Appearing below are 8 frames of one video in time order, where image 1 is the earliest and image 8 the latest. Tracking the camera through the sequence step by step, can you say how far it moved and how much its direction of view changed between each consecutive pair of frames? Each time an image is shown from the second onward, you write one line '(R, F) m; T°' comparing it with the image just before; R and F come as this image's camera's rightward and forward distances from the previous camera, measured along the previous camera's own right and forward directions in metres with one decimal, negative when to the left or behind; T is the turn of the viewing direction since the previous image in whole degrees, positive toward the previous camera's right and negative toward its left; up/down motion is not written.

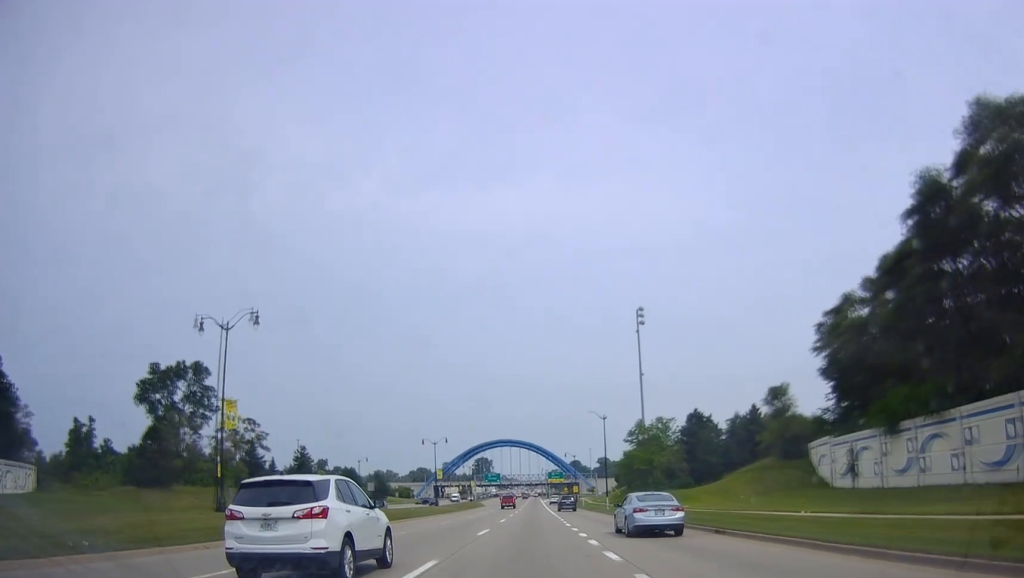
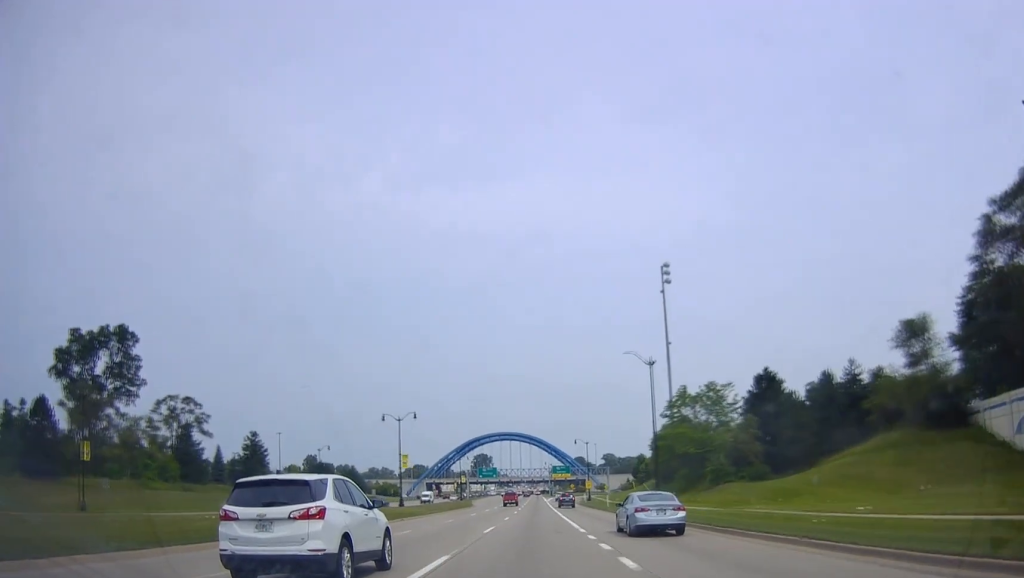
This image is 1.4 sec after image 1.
(+0.5, +29.3) m; +1°
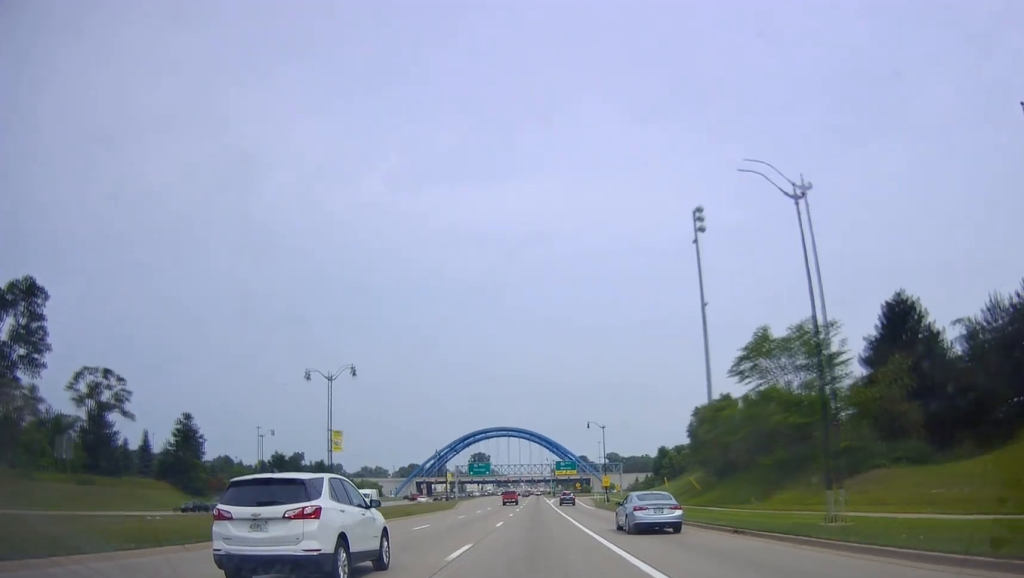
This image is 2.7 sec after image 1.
(0.0, +26.9) m; -1°
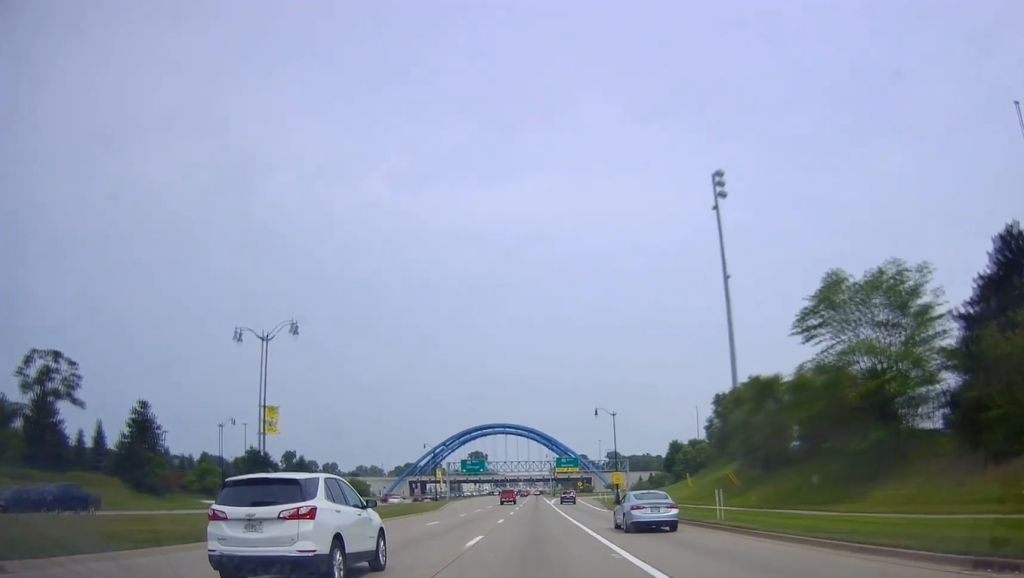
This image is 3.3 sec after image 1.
(-0.1, +13.1) m; -1°
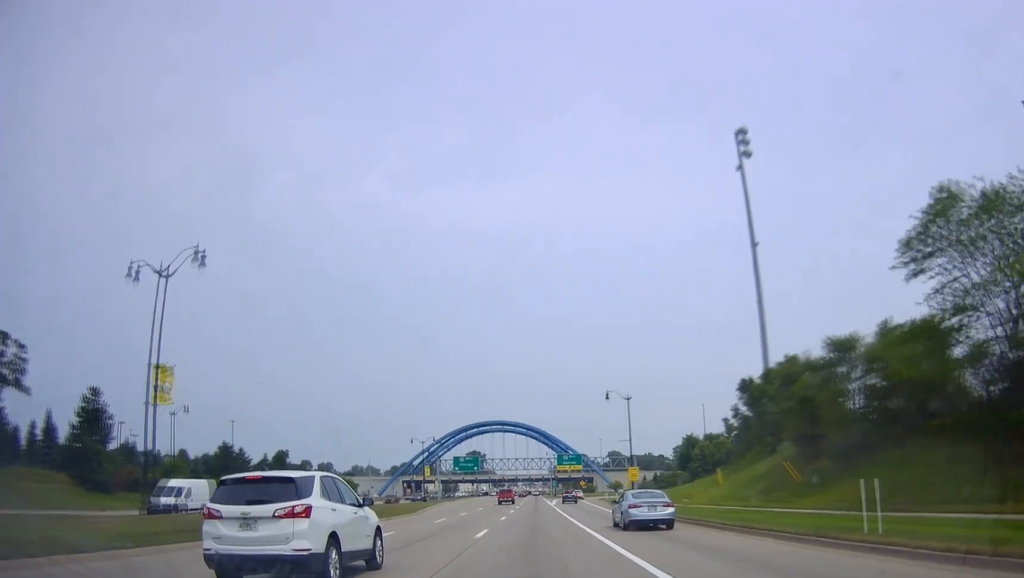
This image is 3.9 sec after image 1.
(-0.5, +12.4) m; 0°
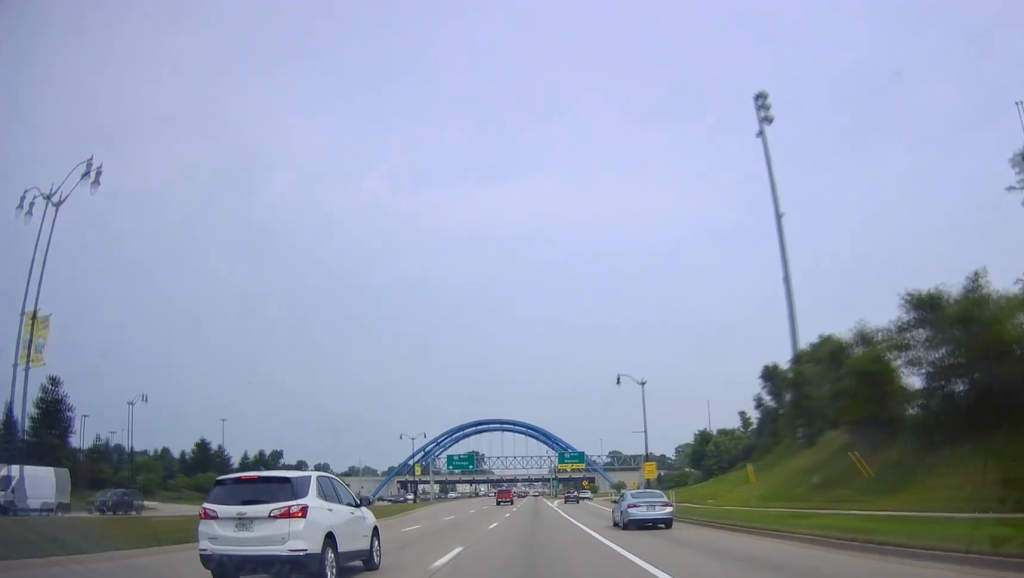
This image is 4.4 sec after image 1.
(+0.1, +8.9) m; +1°
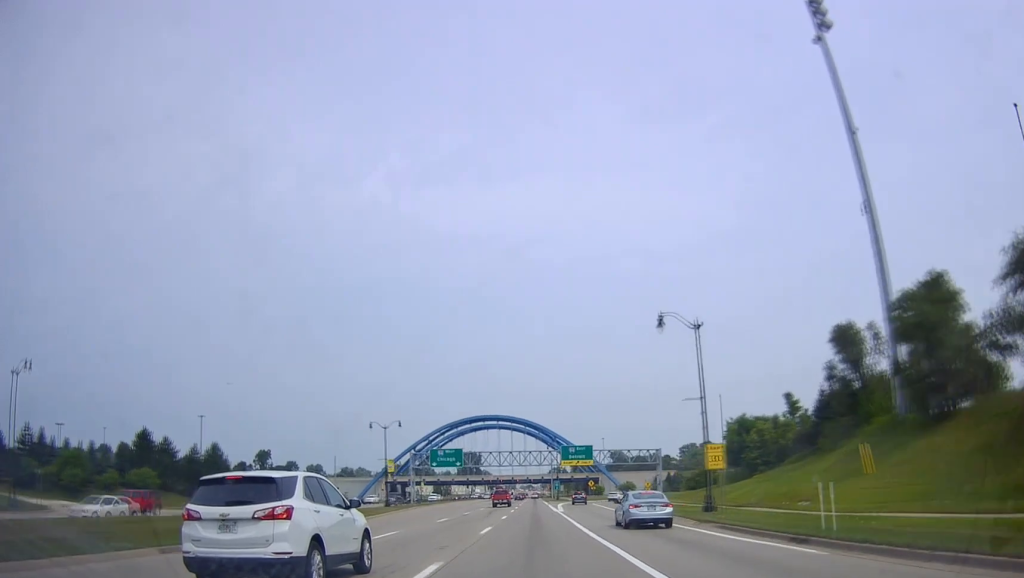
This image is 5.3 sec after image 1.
(+0.5, +19.2) m; +2°
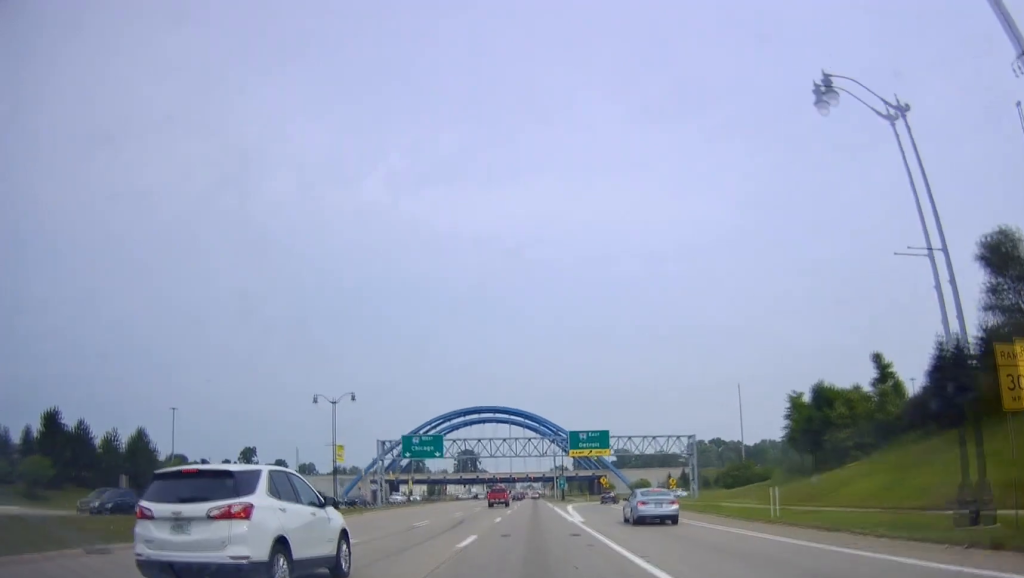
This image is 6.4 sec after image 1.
(0.0, +23.2) m; 0°
